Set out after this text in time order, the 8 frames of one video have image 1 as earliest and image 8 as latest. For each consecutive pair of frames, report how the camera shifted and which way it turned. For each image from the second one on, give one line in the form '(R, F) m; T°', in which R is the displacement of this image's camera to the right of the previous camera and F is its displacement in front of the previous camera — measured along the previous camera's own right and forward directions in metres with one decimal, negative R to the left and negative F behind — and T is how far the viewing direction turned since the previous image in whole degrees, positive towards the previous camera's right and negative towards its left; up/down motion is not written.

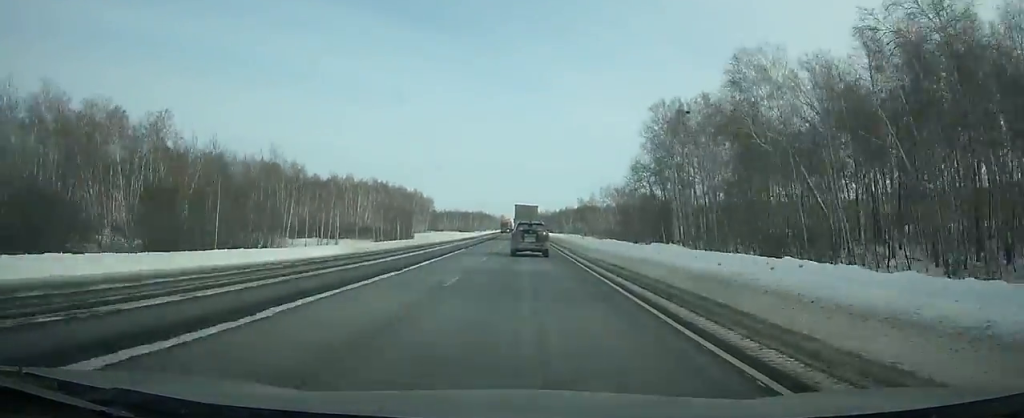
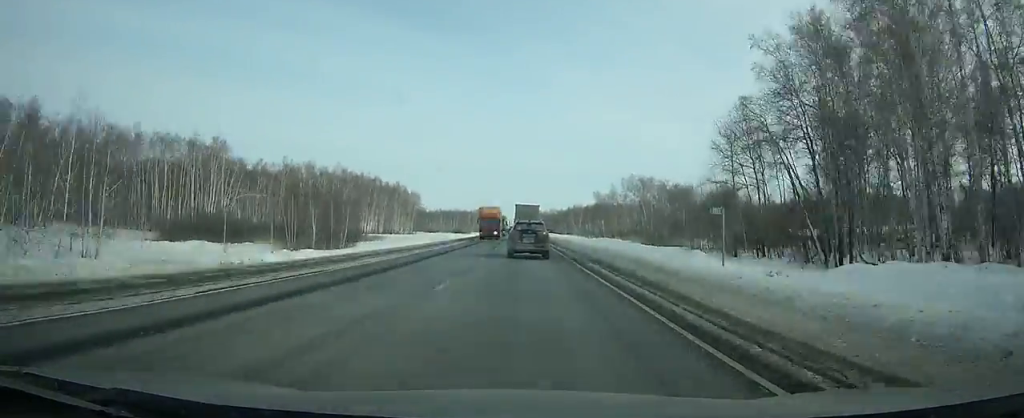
(-0.4, +50.8) m; -1°
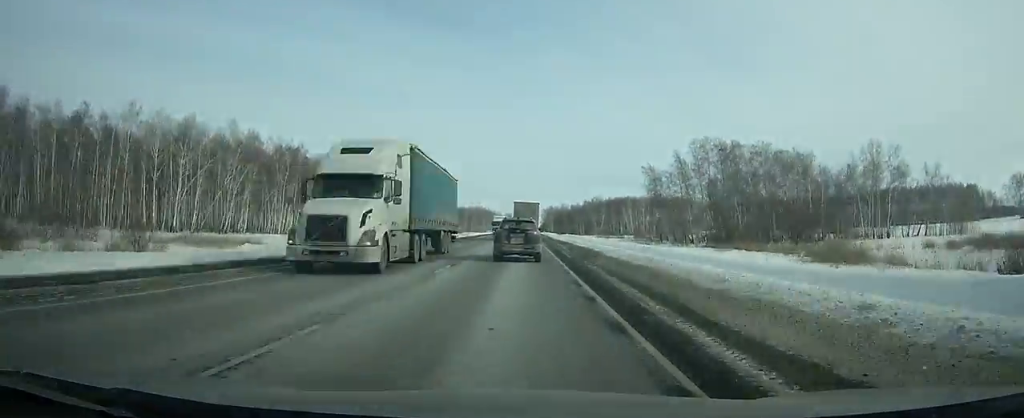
(-0.7, +80.4) m; -1°
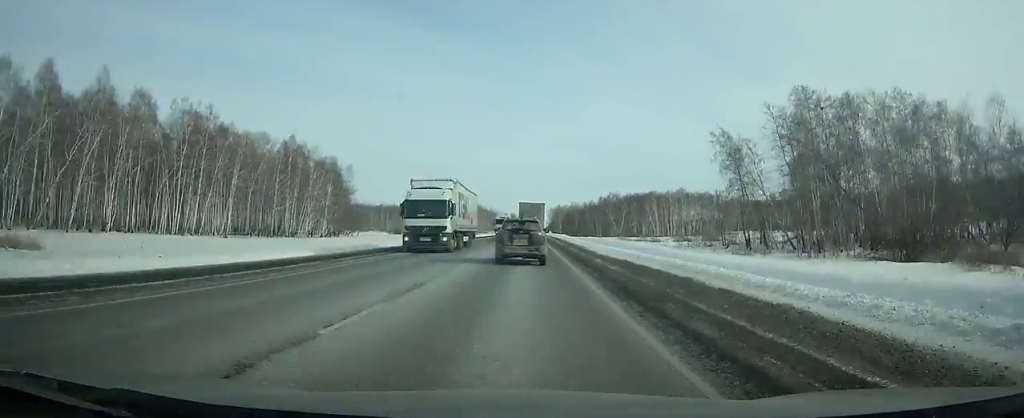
(-0.4, +45.7) m; -1°
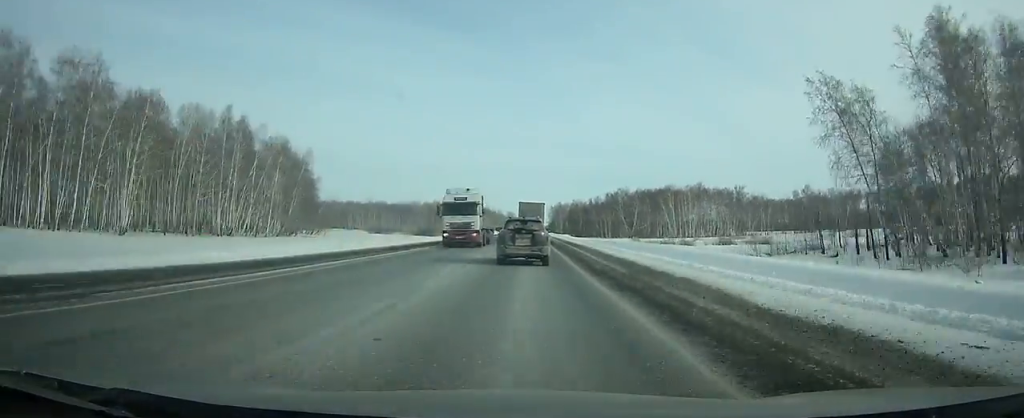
(-0.1, +30.1) m; 0°
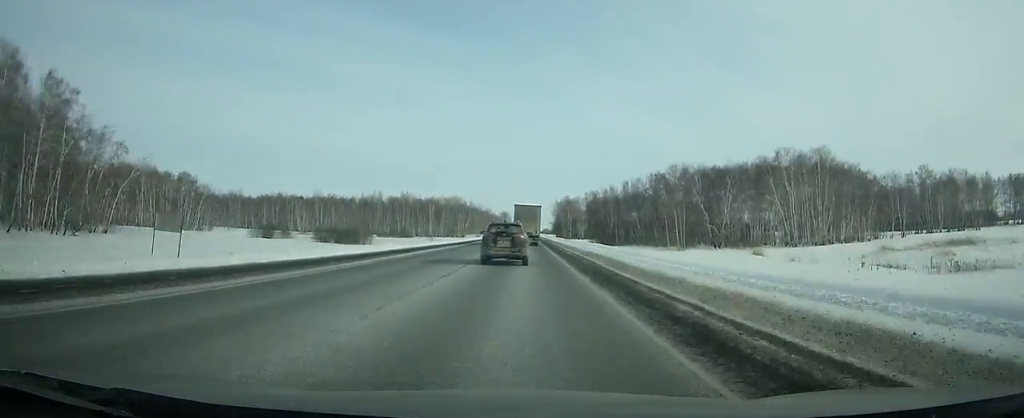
(-0.1, +97.8) m; 0°
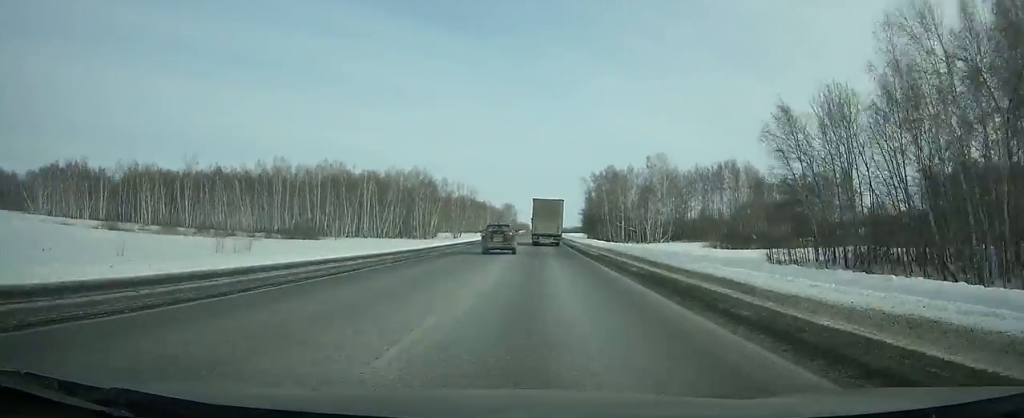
(-0.3, +130.1) m; 0°
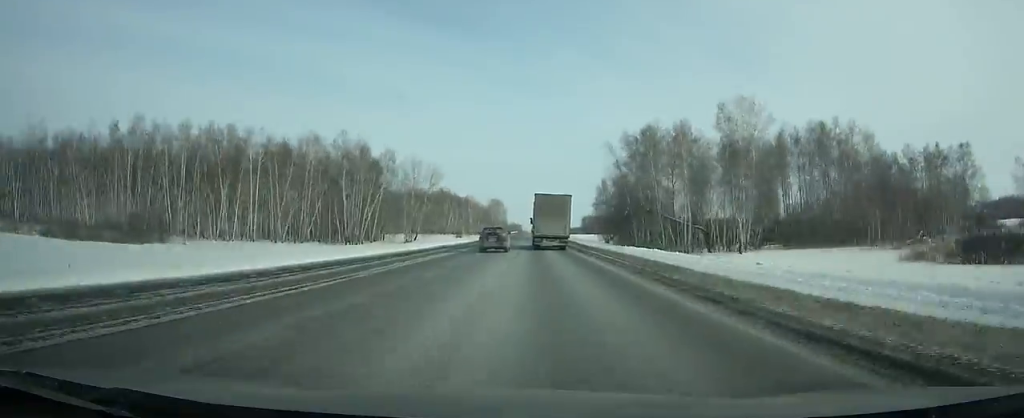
(-0.1, +63.5) m; 0°
